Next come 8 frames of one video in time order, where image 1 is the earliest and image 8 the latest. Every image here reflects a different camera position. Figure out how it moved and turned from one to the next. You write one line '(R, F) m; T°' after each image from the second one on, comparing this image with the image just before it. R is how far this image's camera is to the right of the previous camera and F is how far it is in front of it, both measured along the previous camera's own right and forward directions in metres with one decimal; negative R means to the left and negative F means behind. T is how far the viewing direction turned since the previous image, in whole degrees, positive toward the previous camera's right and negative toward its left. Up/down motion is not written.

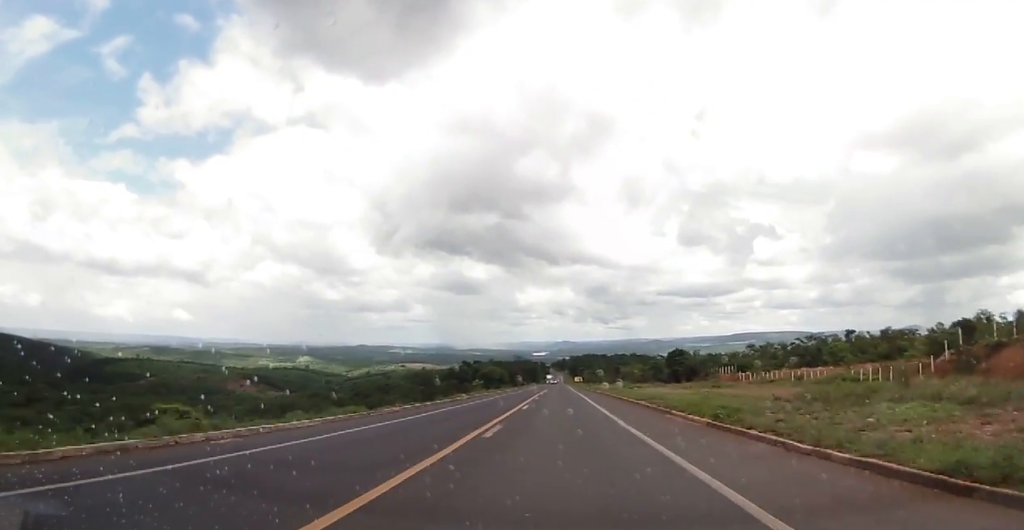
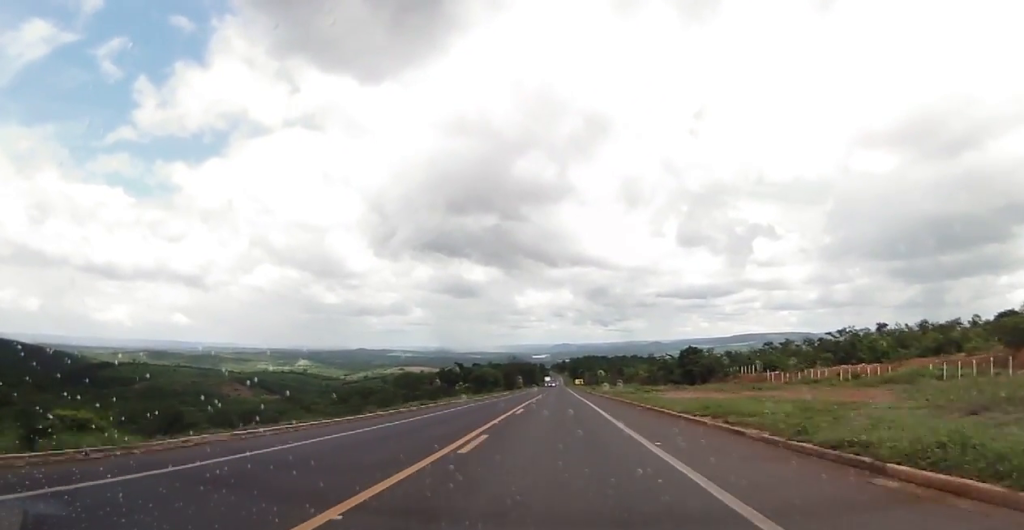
(0.0, +17.4) m; 0°
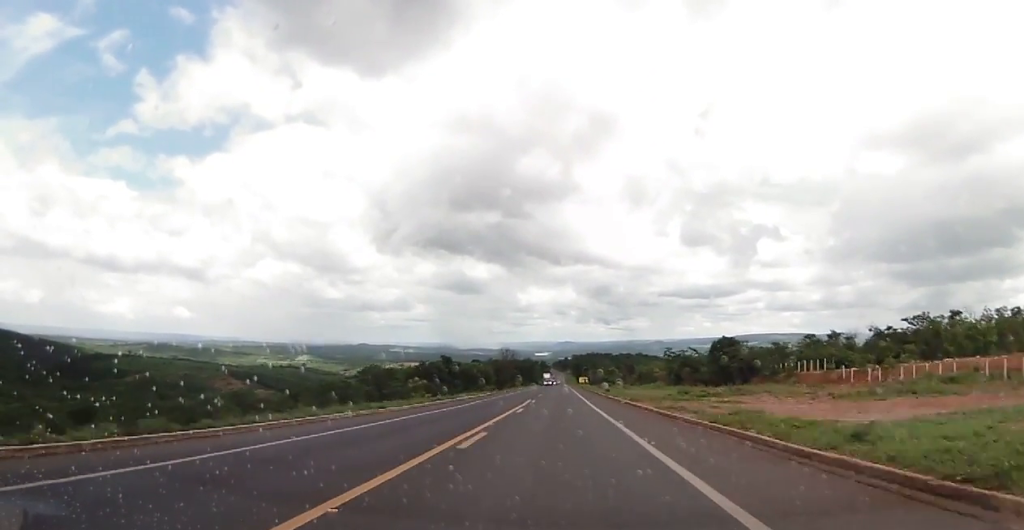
(0.0, +29.5) m; -1°
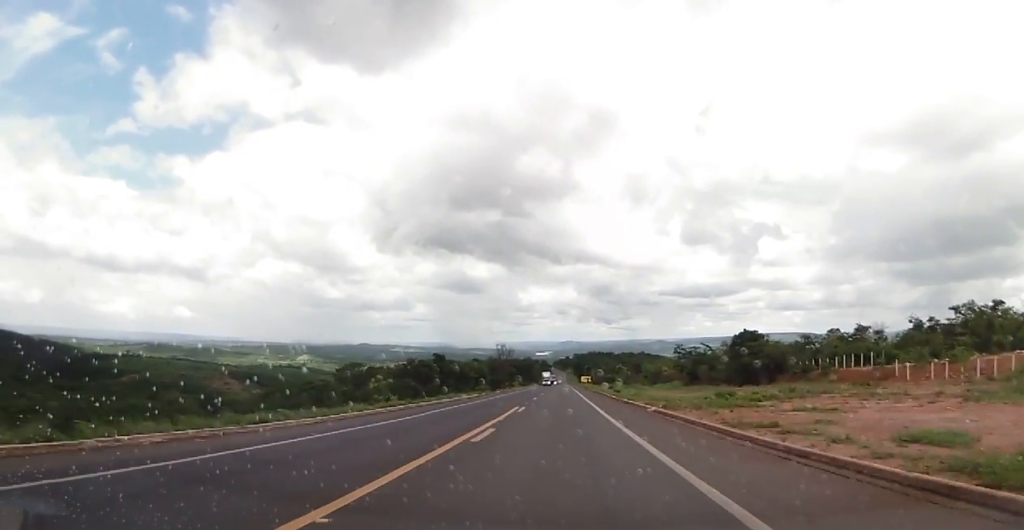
(-0.2, +13.5) m; -1°
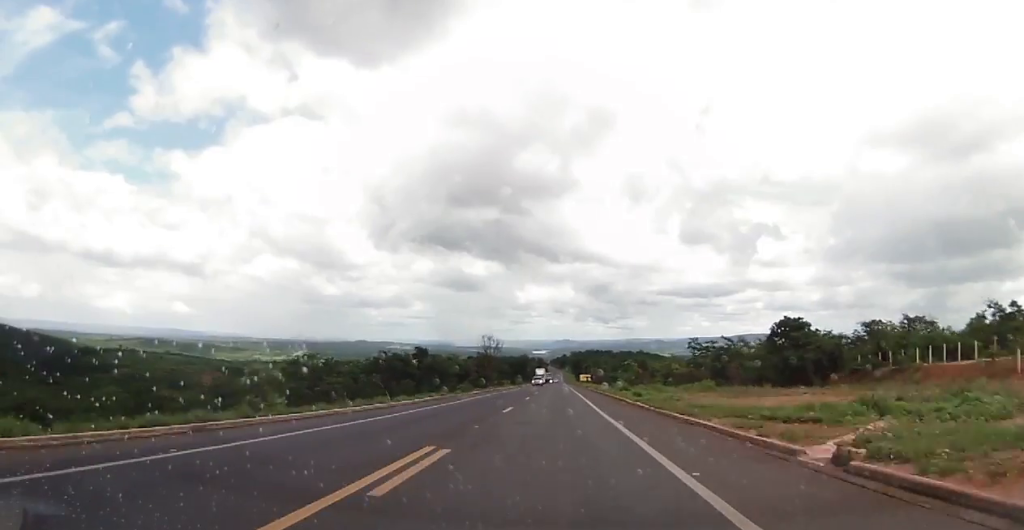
(-0.2, +20.8) m; 0°
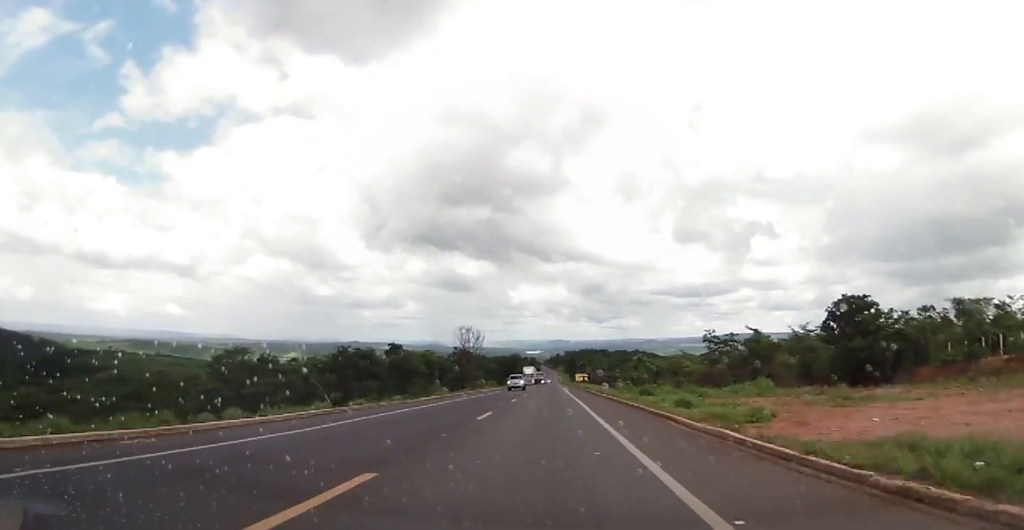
(0.0, +20.3) m; +1°
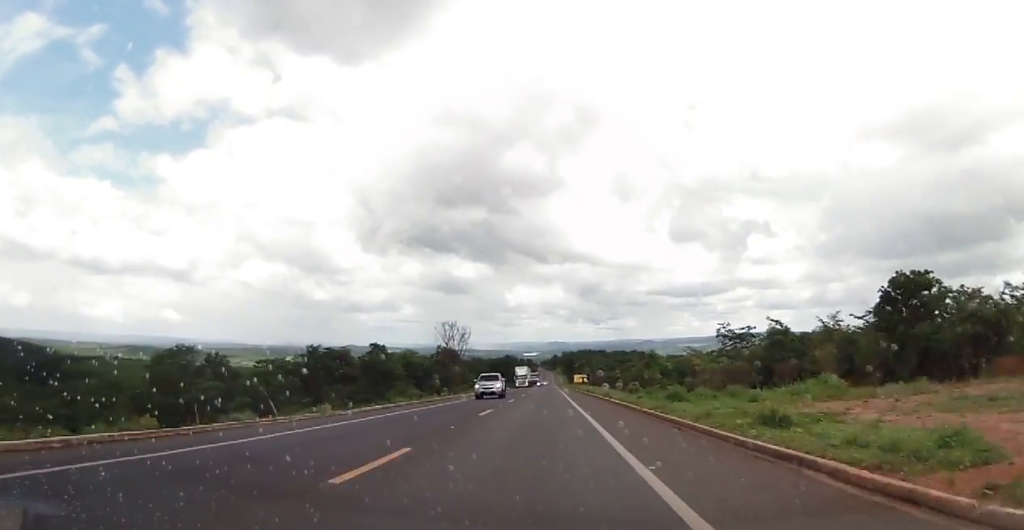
(+0.2, +12.3) m; 0°
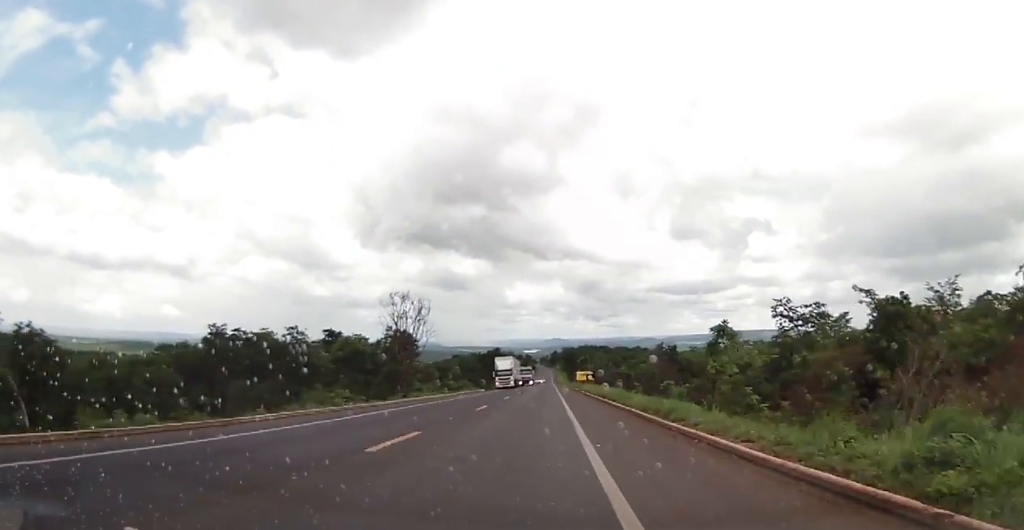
(+0.1, +28.0) m; -1°
